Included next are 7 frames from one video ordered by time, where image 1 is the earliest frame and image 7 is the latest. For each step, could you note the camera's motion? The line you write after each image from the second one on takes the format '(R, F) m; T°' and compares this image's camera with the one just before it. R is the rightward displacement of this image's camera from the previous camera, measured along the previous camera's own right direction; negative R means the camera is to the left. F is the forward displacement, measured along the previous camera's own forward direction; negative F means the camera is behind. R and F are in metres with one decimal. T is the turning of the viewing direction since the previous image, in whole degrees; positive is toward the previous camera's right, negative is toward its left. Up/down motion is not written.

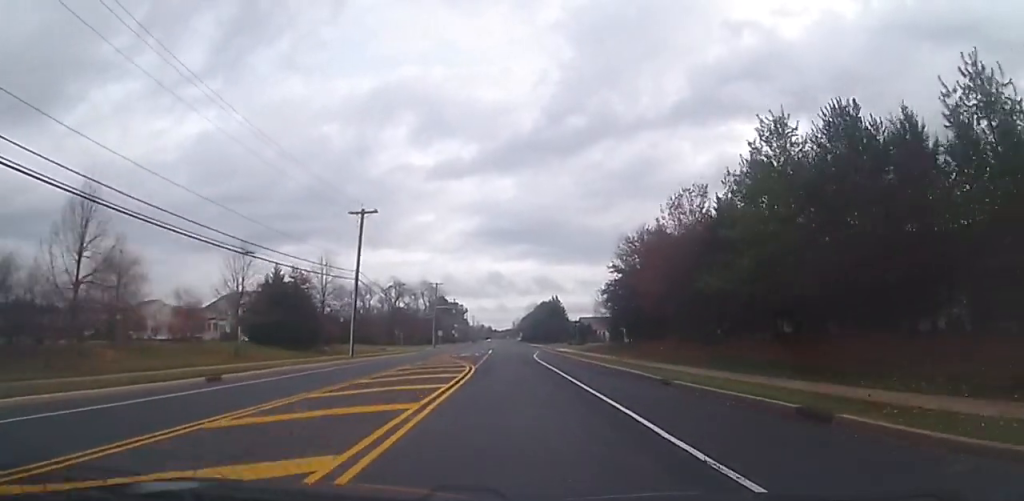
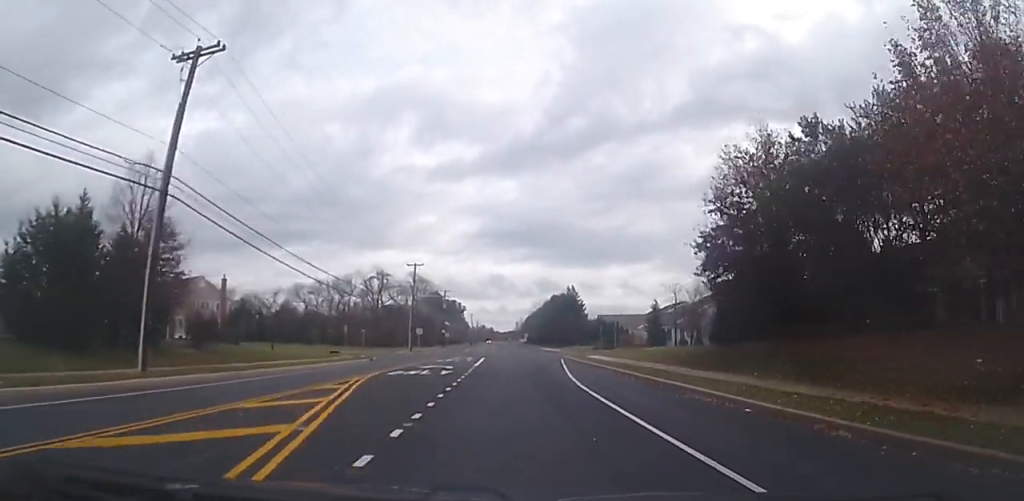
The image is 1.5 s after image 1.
(0.0, +27.0) m; 0°
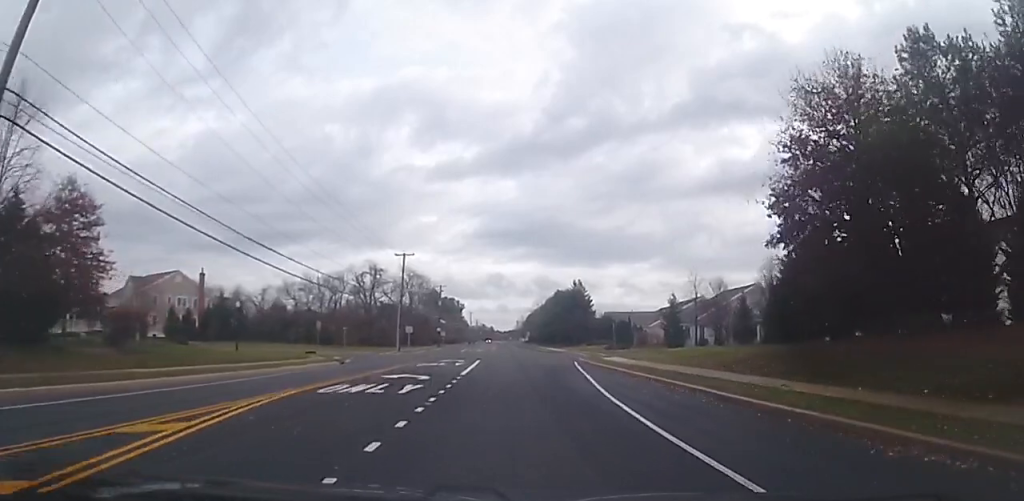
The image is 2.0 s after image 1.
(0.0, +8.3) m; 0°
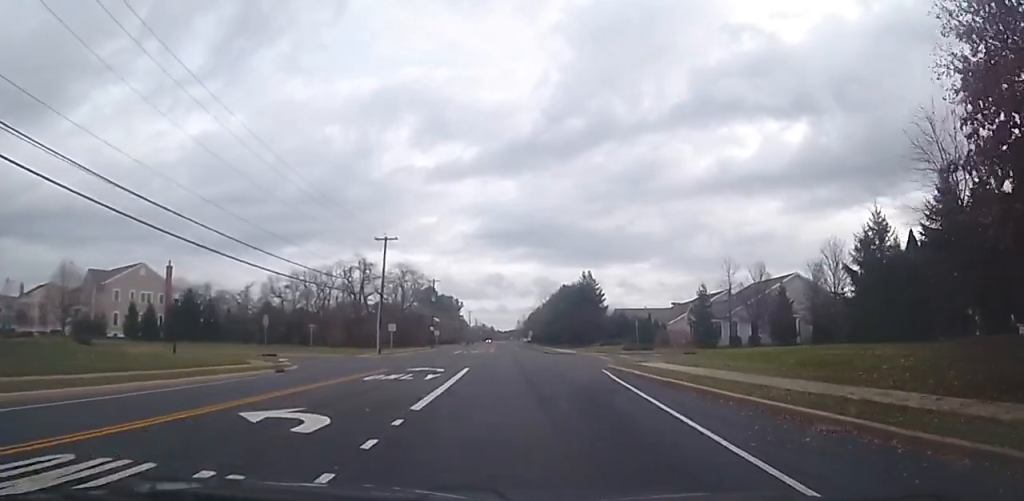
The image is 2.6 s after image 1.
(-0.3, +10.7) m; 0°
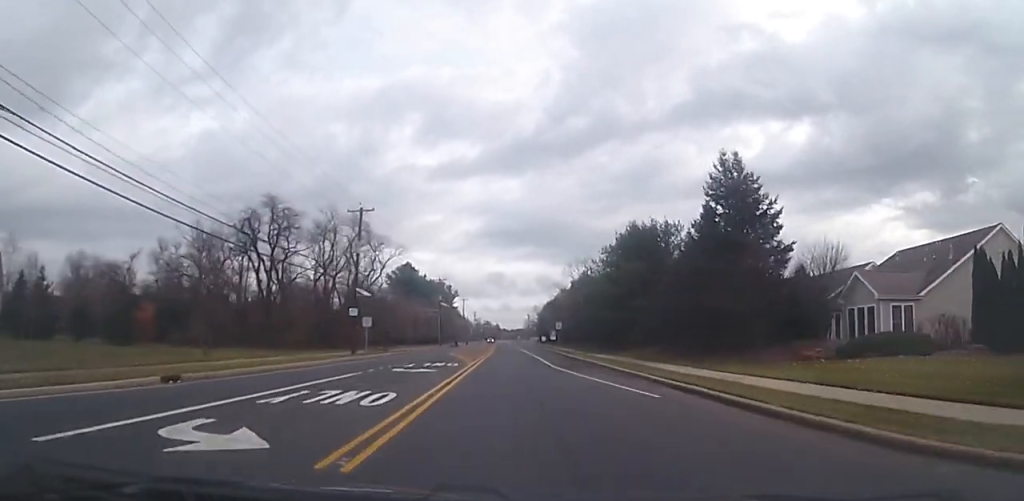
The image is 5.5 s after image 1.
(+0.3, +53.0) m; 0°
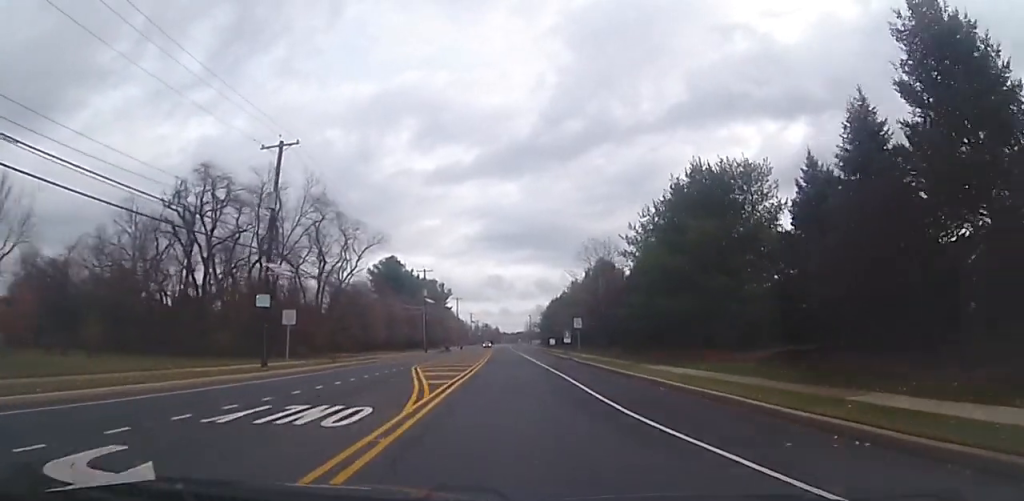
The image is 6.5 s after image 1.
(-0.2, +17.4) m; -1°
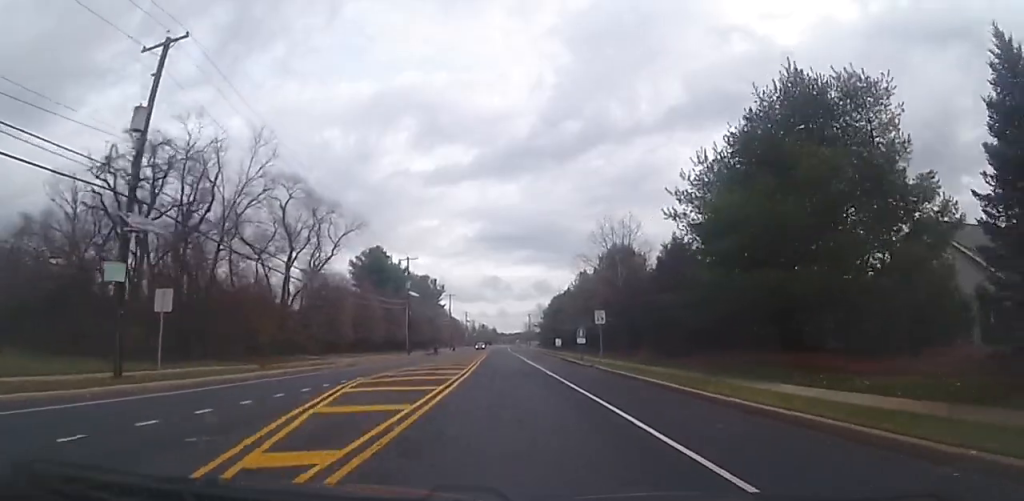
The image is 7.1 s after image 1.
(-0.1, +12.0) m; 0°
